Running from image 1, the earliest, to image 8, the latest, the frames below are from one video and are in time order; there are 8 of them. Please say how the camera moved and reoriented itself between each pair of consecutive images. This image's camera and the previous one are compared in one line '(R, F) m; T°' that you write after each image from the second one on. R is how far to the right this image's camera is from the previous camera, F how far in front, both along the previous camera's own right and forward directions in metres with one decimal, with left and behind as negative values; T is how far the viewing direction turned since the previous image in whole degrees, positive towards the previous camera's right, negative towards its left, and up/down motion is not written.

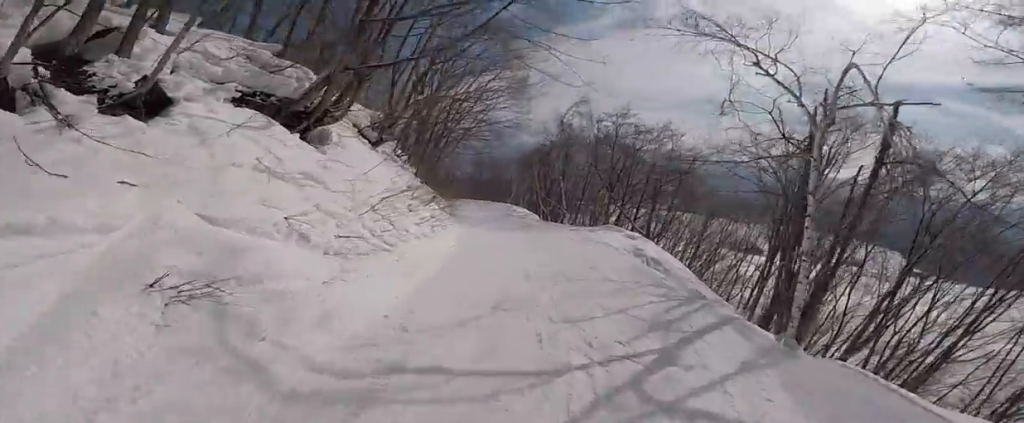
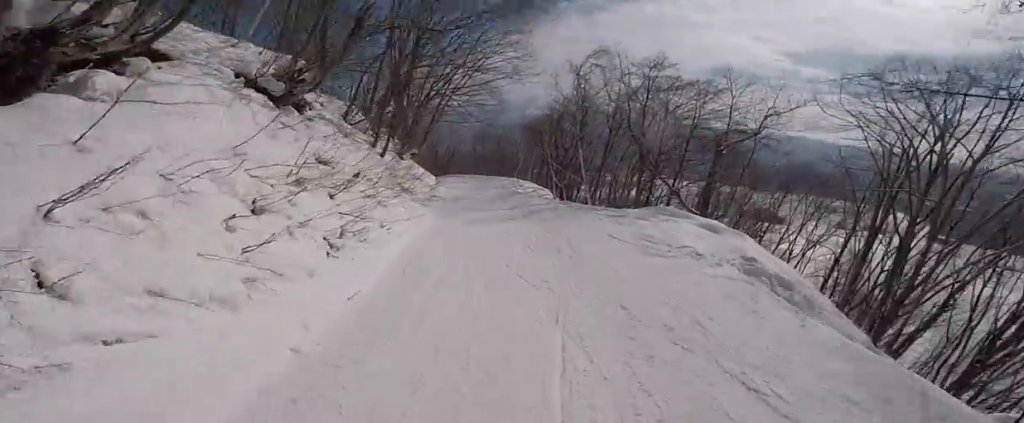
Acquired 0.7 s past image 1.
(+0.3, +6.7) m; -6°
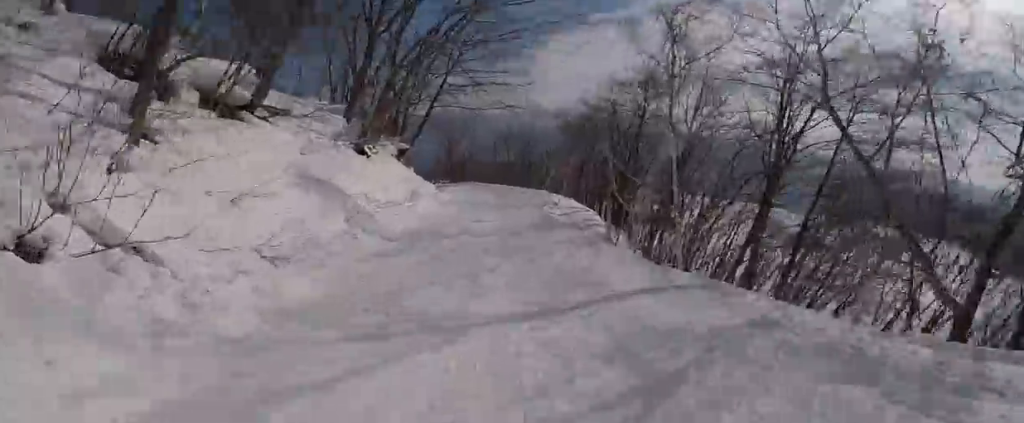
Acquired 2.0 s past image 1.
(-1.6, +11.5) m; -3°
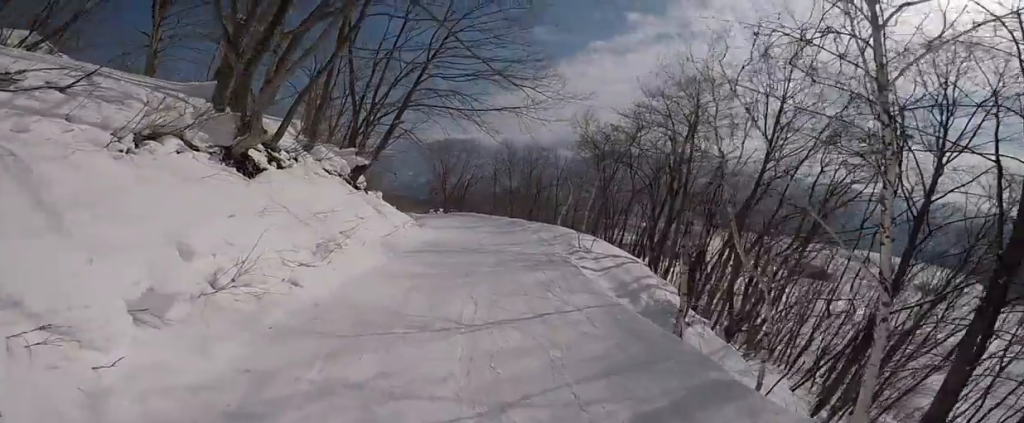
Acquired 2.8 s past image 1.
(+1.2, +8.4) m; 0°
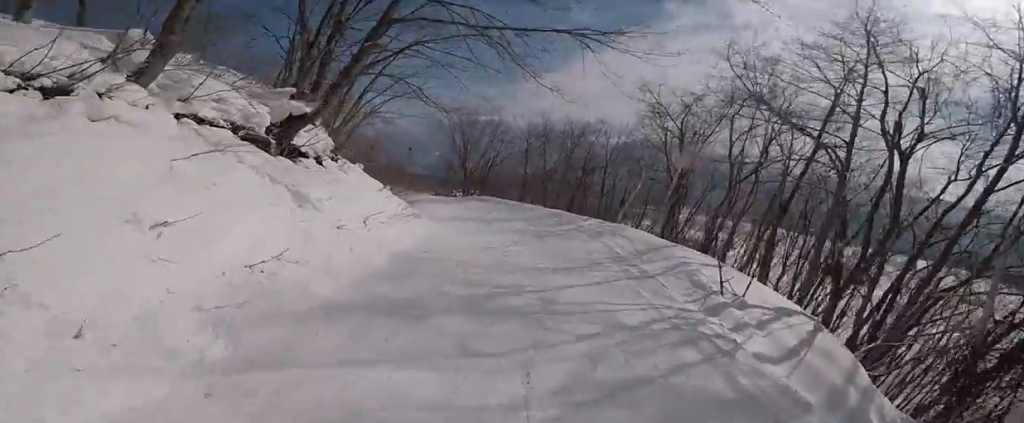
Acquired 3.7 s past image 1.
(-1.0, +8.6) m; -7°
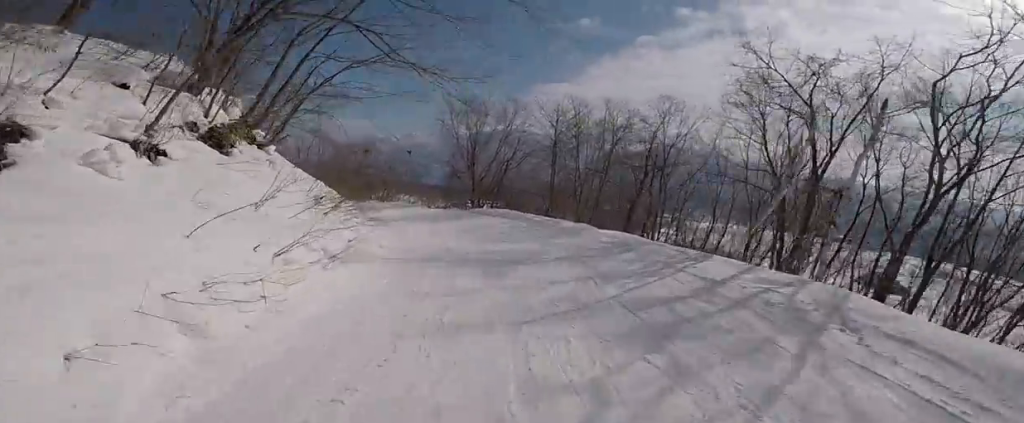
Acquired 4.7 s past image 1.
(-0.3, +9.2) m; -10°
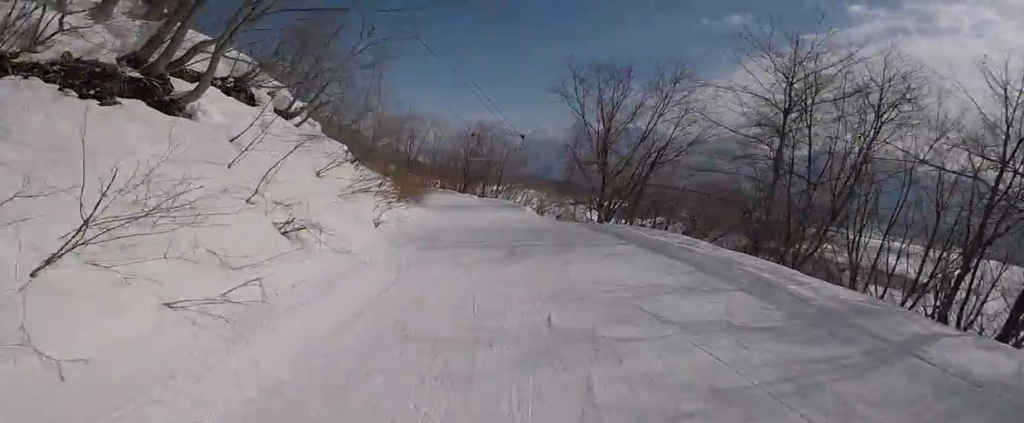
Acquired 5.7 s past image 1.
(-1.4, +9.9) m; -10°
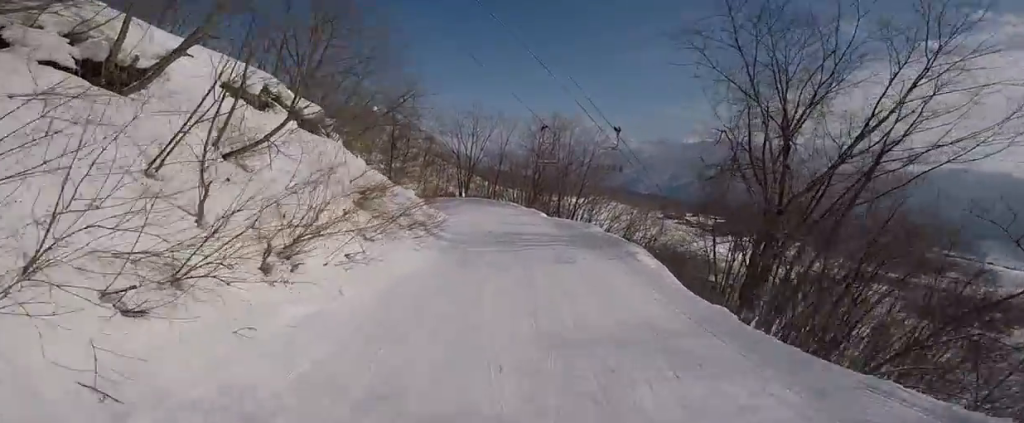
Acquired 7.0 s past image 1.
(-0.1, +11.4) m; -3°
